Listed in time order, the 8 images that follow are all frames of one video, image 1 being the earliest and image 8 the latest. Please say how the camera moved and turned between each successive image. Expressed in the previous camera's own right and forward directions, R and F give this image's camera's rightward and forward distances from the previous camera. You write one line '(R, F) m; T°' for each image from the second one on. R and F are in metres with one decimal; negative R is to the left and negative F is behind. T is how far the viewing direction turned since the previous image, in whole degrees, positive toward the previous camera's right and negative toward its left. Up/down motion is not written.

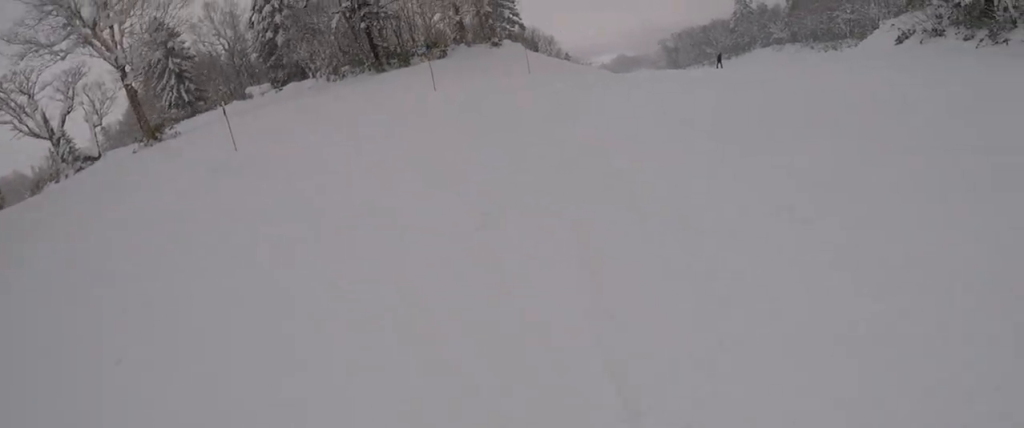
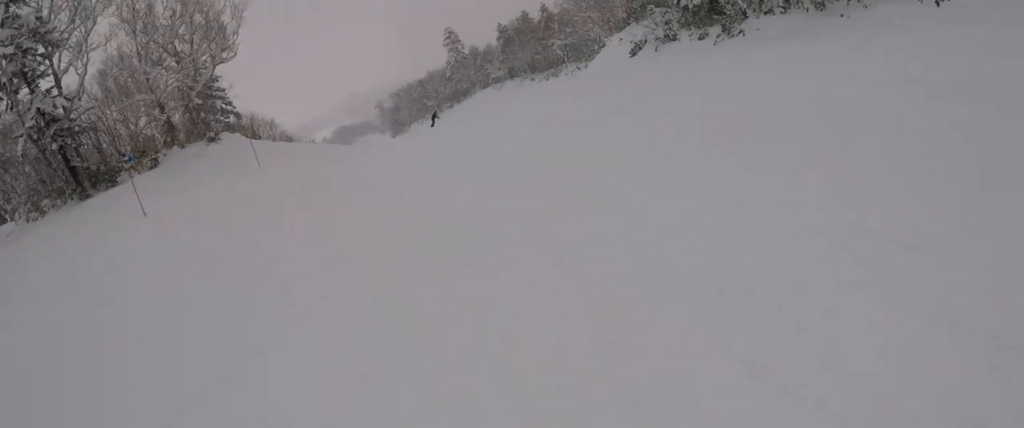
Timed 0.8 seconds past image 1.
(-0.4, +5.0) m; +25°
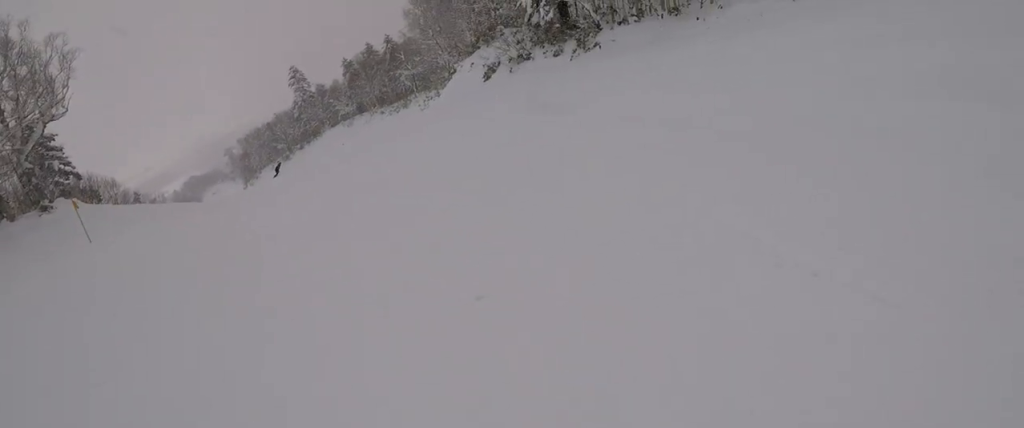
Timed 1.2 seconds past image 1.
(+1.5, +2.5) m; +18°
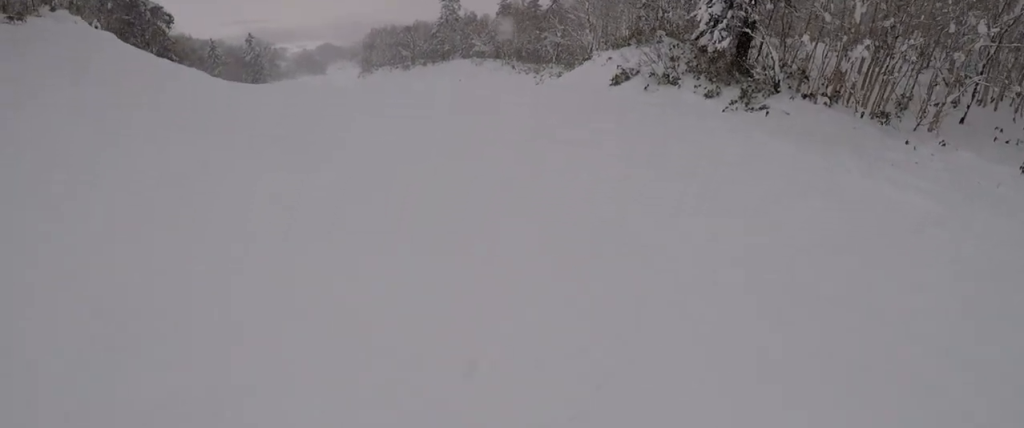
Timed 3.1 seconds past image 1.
(+5.6, +11.1) m; +29°
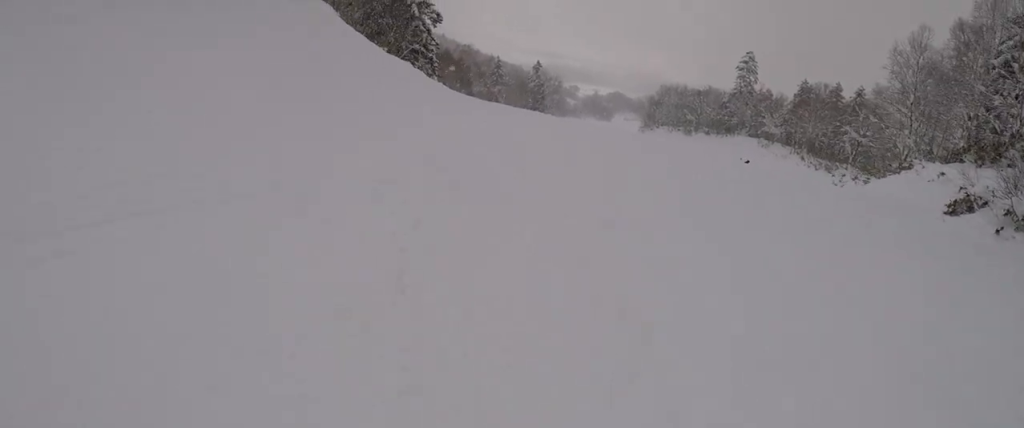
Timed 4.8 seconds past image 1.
(-3.0, +10.0) m; -55°
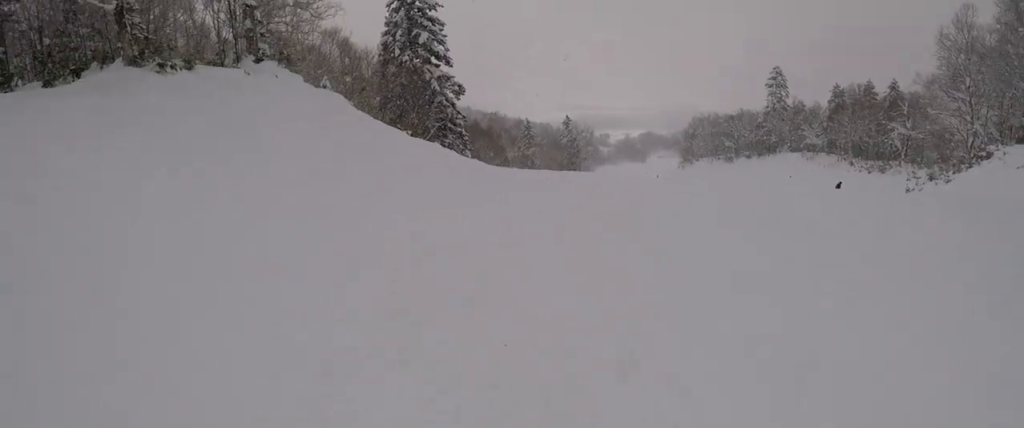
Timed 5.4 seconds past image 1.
(-1.8, +4.0) m; -1°
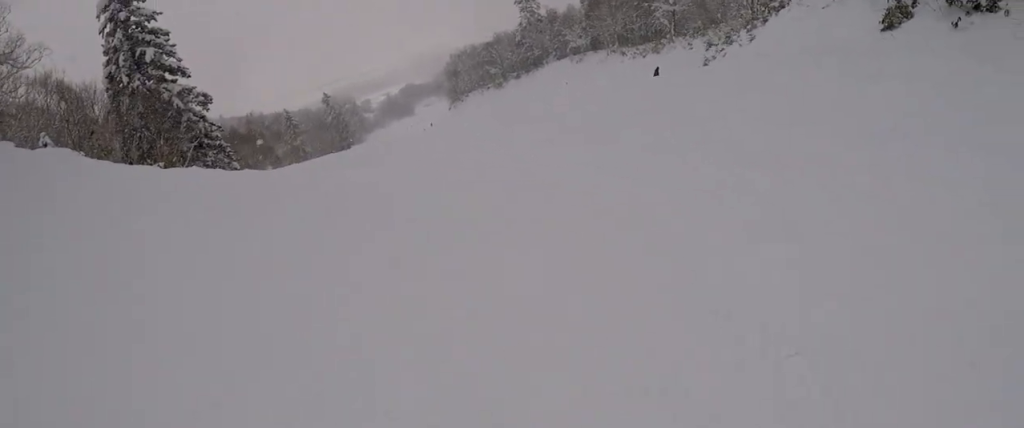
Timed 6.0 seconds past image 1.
(0.0, +3.9) m; +9°
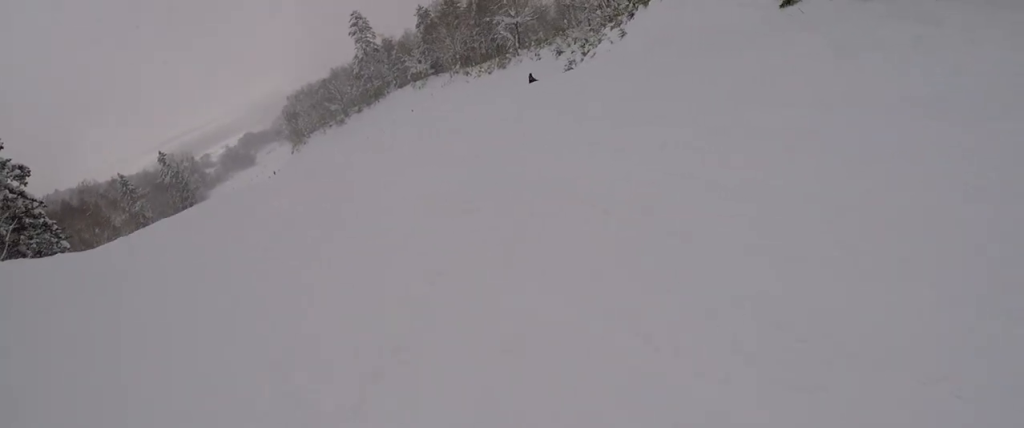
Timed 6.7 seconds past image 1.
(+1.0, +4.0) m; +18°
